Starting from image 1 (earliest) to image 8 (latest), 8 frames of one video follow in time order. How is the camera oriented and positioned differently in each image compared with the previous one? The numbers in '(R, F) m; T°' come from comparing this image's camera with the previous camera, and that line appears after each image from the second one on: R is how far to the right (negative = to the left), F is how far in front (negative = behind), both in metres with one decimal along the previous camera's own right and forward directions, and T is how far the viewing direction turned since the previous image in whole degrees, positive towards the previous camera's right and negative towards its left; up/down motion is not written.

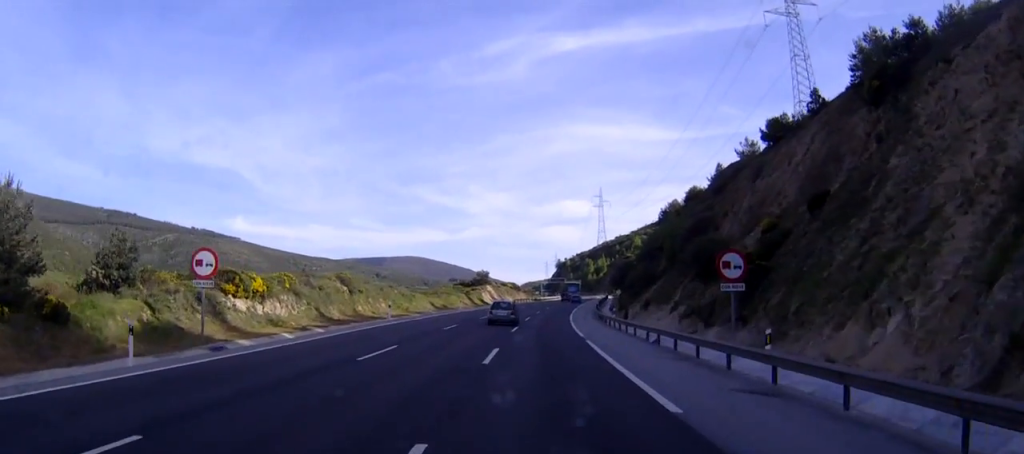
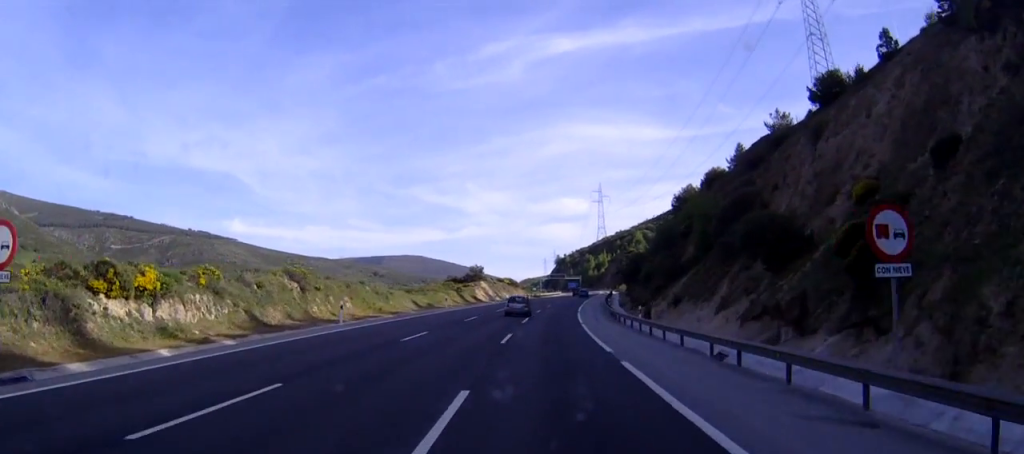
(-0.1, +12.7) m; 0°
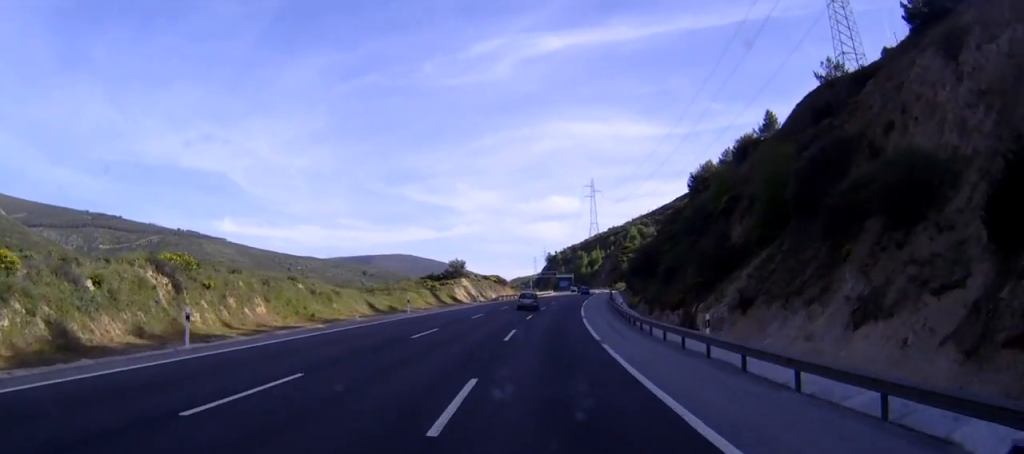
(0.0, +16.9) m; +1°
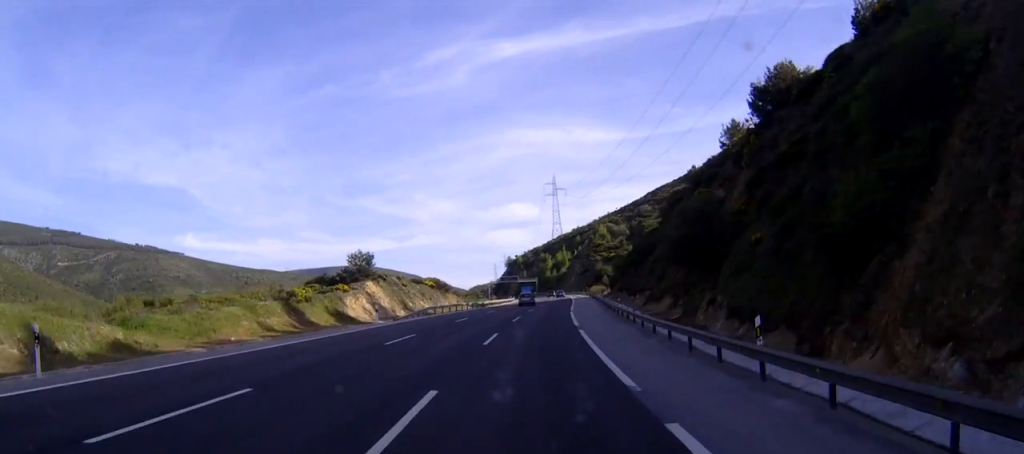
(+1.3, +39.2) m; +3°
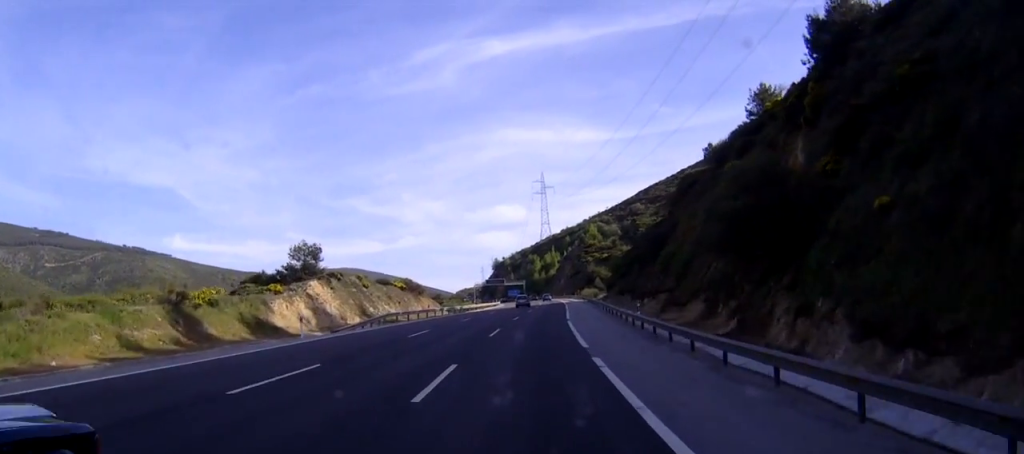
(0.0, +13.3) m; 0°
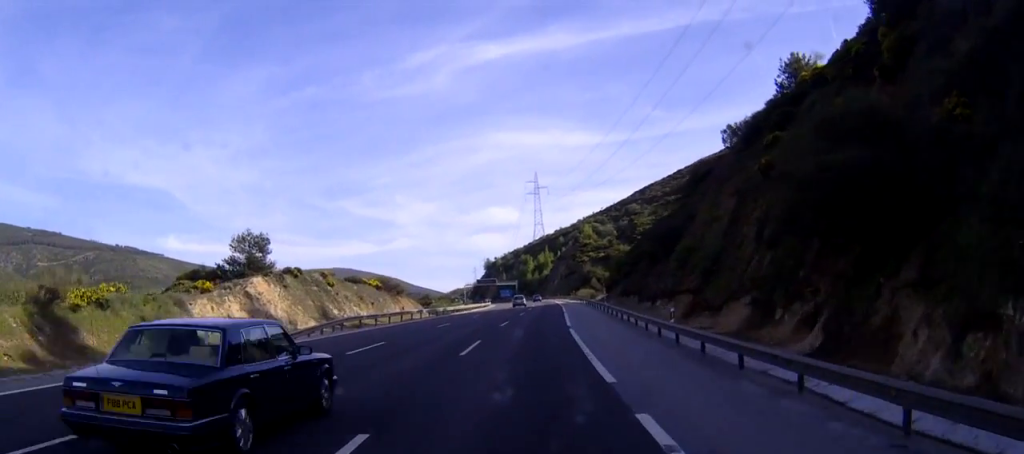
(0.0, +9.7) m; 0°
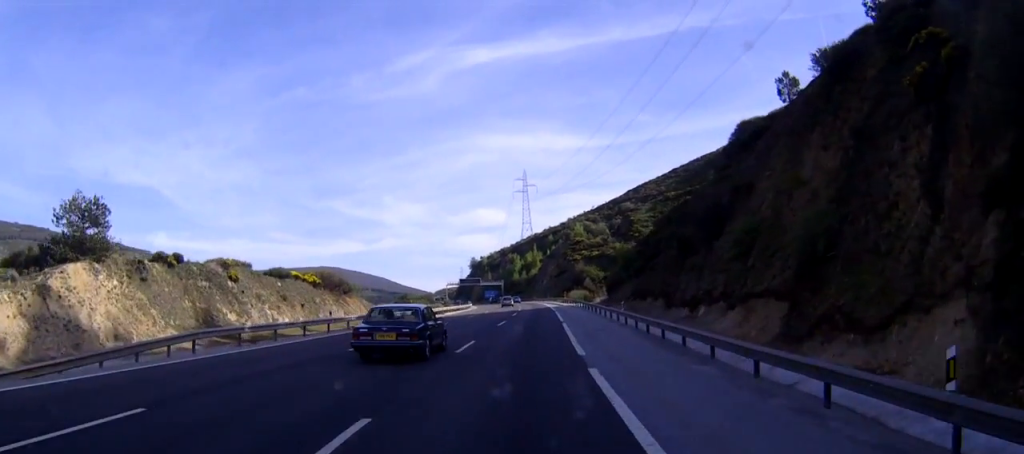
(0.0, +17.4) m; +1°
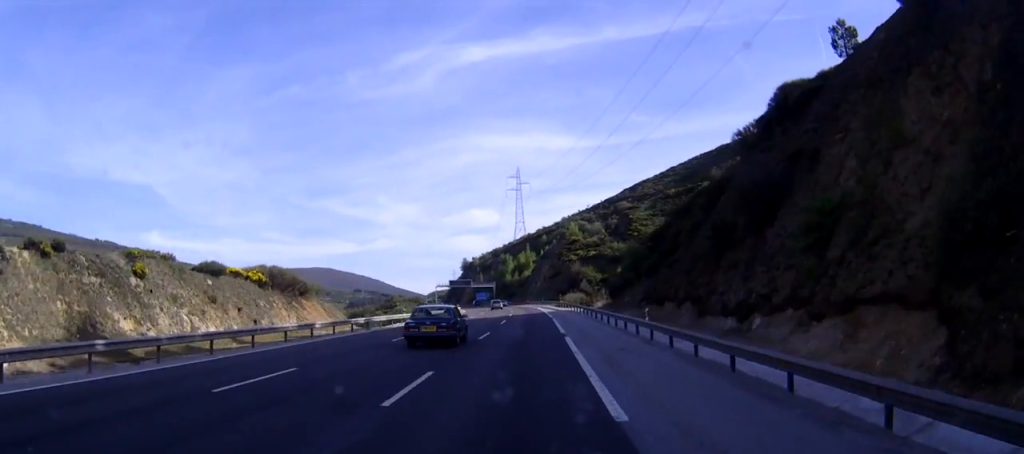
(+0.1, +10.2) m; 0°
